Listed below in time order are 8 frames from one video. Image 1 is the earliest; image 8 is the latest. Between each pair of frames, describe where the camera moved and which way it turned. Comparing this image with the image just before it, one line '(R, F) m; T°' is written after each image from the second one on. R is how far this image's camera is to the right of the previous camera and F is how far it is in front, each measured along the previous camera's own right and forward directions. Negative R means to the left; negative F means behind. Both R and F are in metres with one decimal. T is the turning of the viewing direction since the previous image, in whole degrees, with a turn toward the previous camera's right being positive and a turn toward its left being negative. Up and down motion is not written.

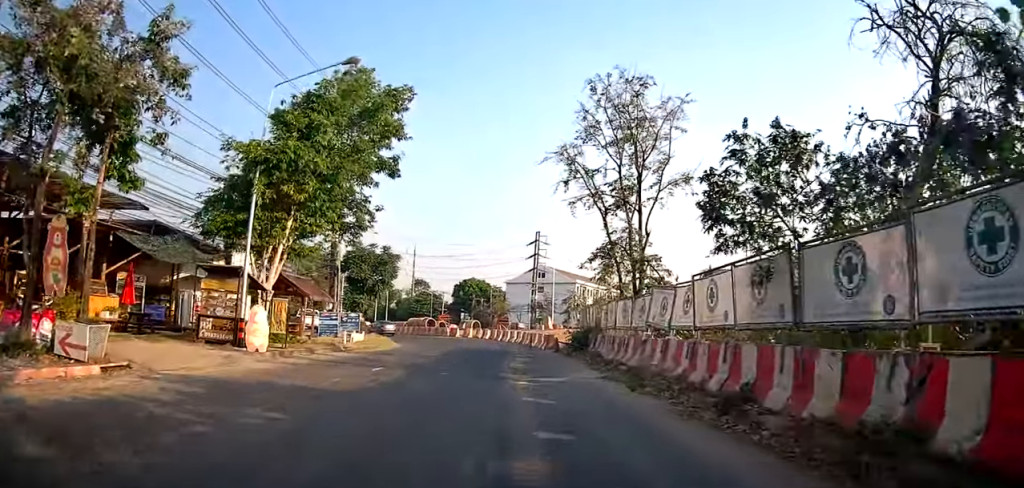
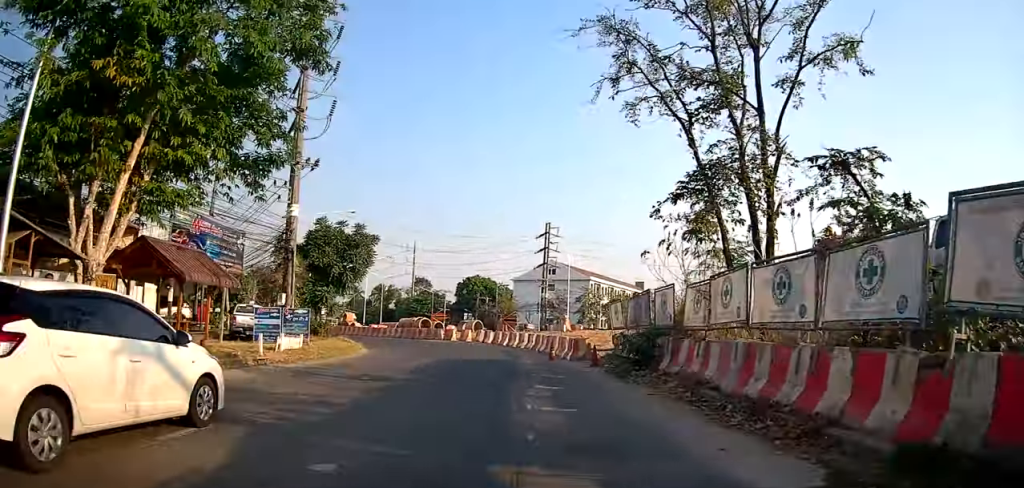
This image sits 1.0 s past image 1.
(+0.7, +9.9) m; -1°
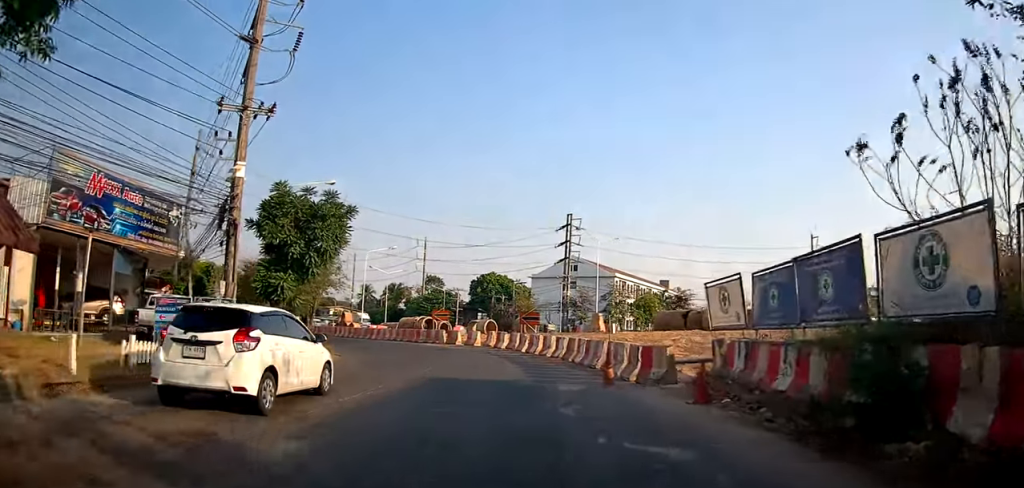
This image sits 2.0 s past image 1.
(-0.8, +8.6) m; -5°
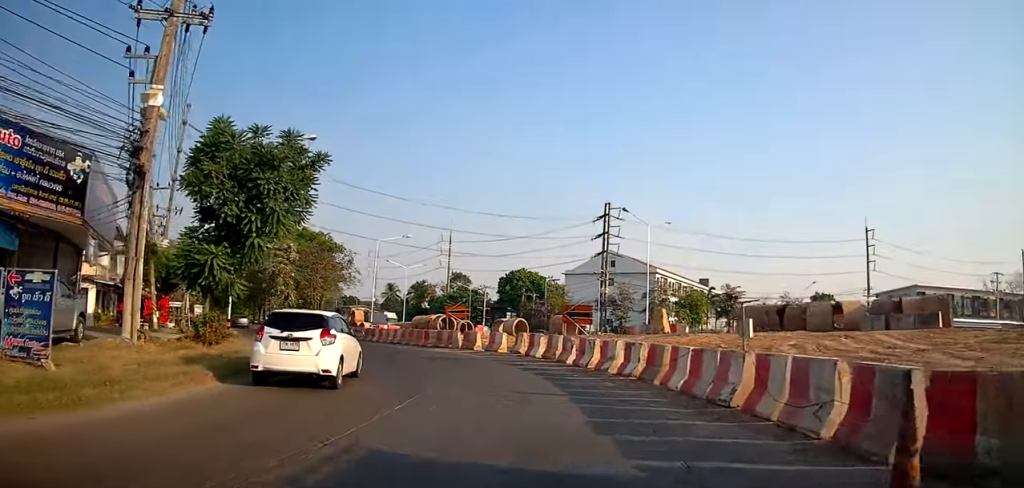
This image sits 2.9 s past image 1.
(0.0, +8.3) m; -1°
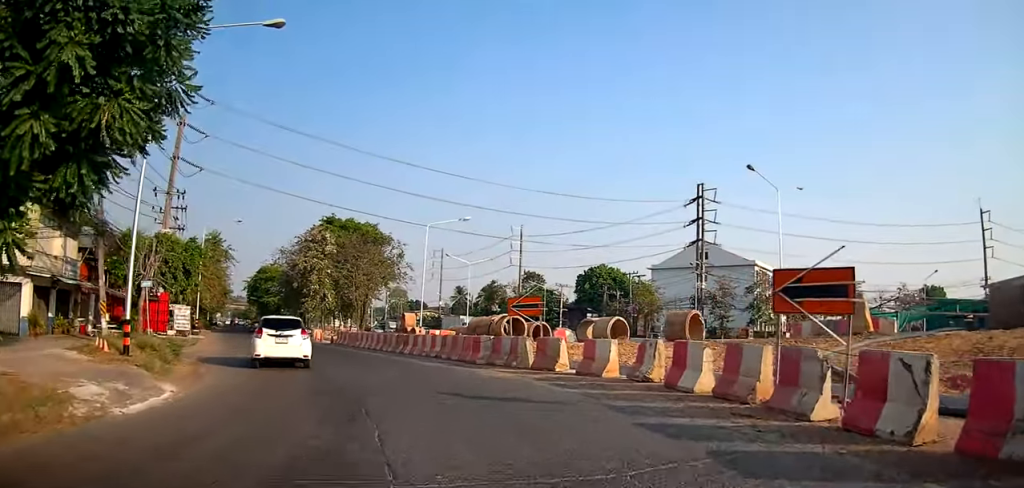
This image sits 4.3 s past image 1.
(-0.9, +11.1) m; -13°
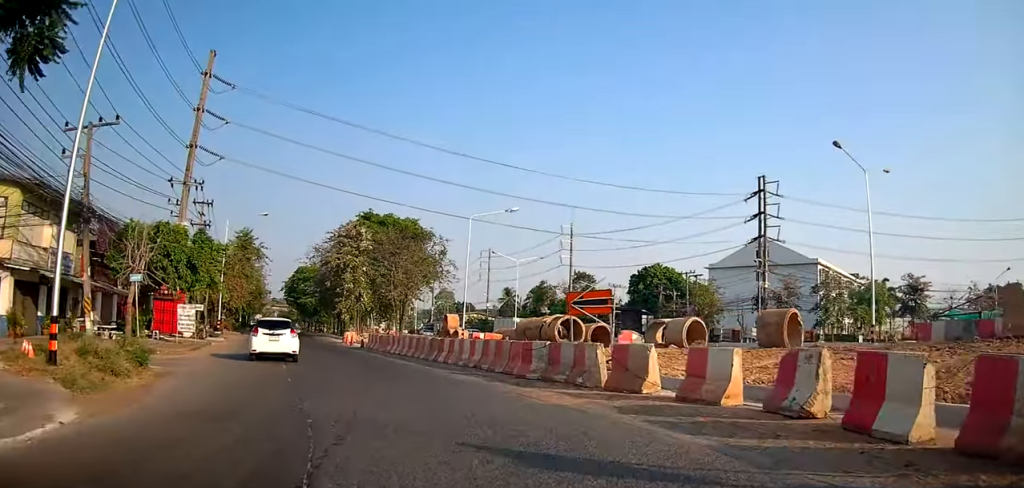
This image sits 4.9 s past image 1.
(-0.3, +4.5) m; -8°
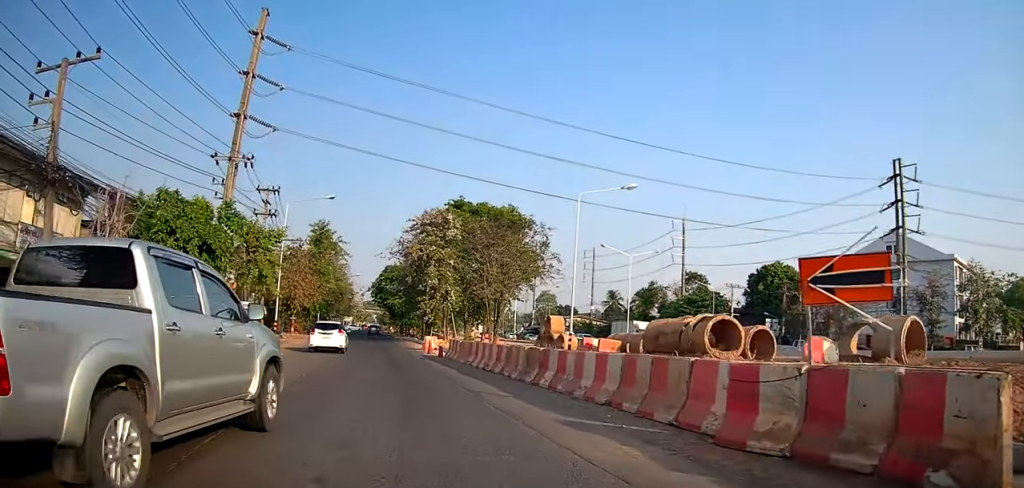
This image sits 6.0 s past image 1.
(-0.9, +7.7) m; -11°
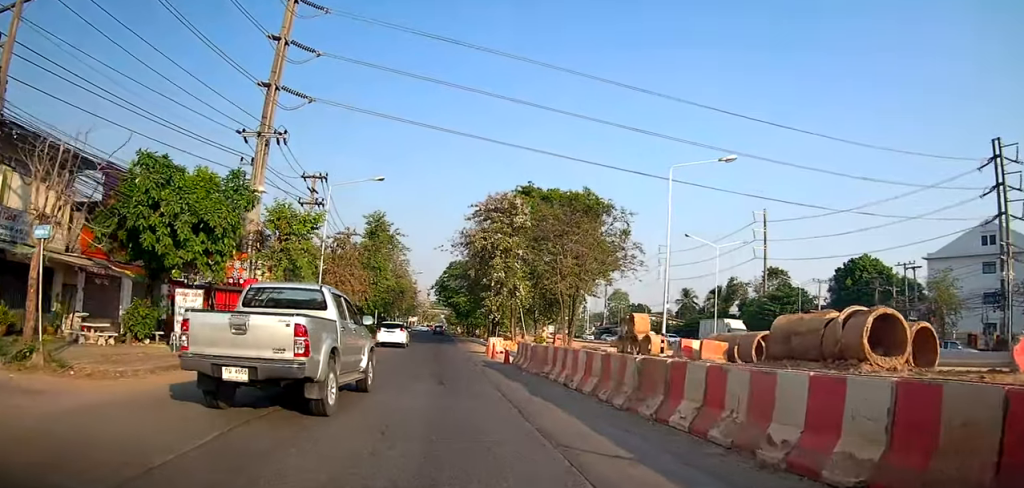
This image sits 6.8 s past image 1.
(-0.3, +5.4) m; -1°
